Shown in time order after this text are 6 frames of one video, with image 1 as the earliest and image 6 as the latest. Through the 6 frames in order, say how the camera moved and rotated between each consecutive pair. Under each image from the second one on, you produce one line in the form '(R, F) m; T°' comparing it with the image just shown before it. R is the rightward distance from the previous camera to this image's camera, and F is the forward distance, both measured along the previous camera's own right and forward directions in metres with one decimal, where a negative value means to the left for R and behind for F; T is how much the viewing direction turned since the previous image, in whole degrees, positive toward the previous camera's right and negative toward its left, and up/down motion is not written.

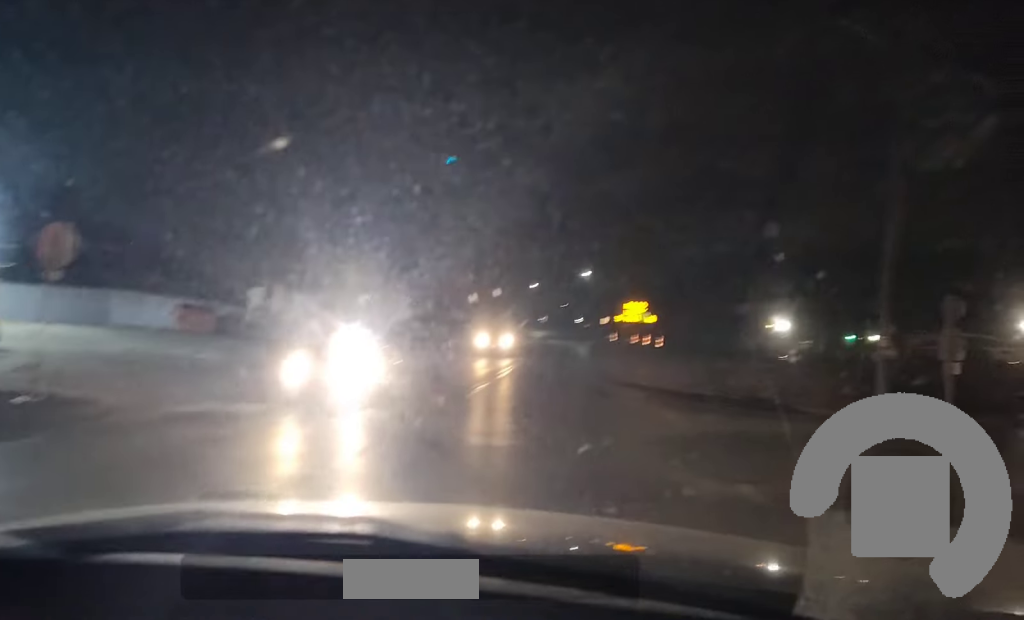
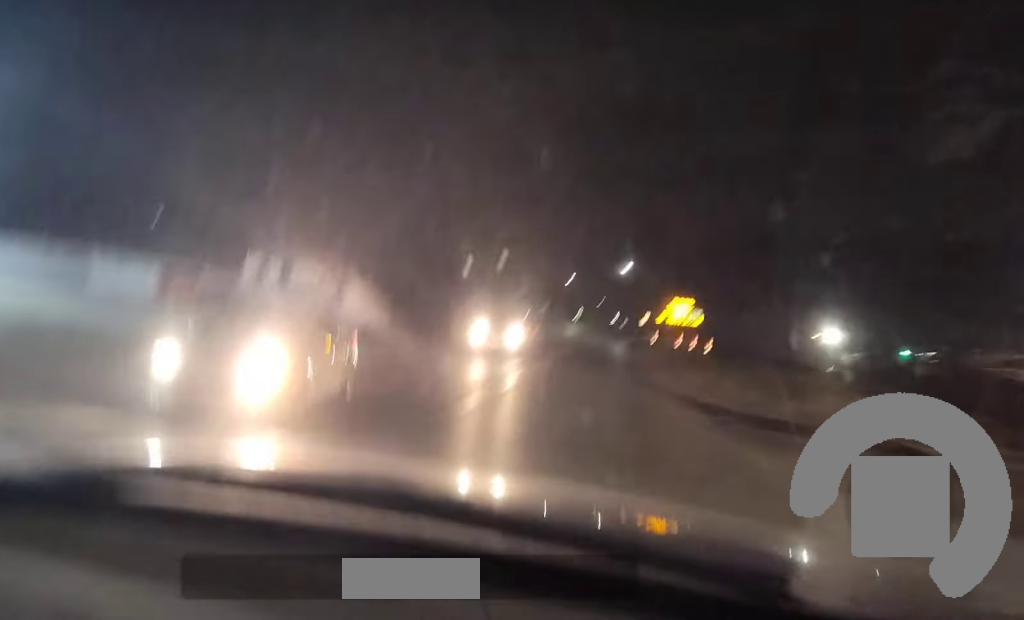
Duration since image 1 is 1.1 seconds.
(-0.1, +5.1) m; -3°
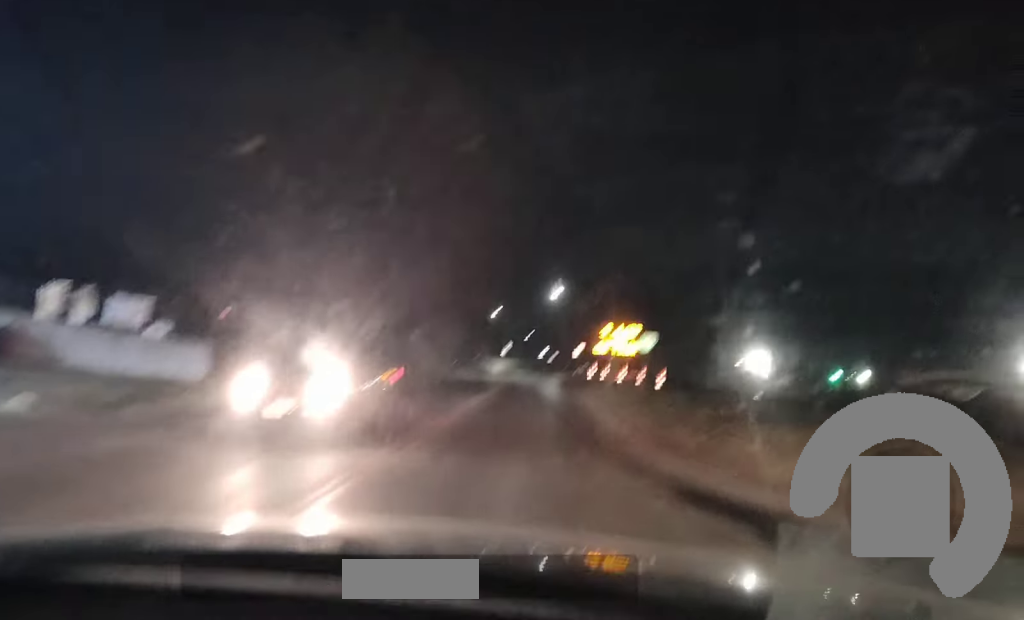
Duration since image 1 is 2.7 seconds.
(-0.1, +10.0) m; -1°
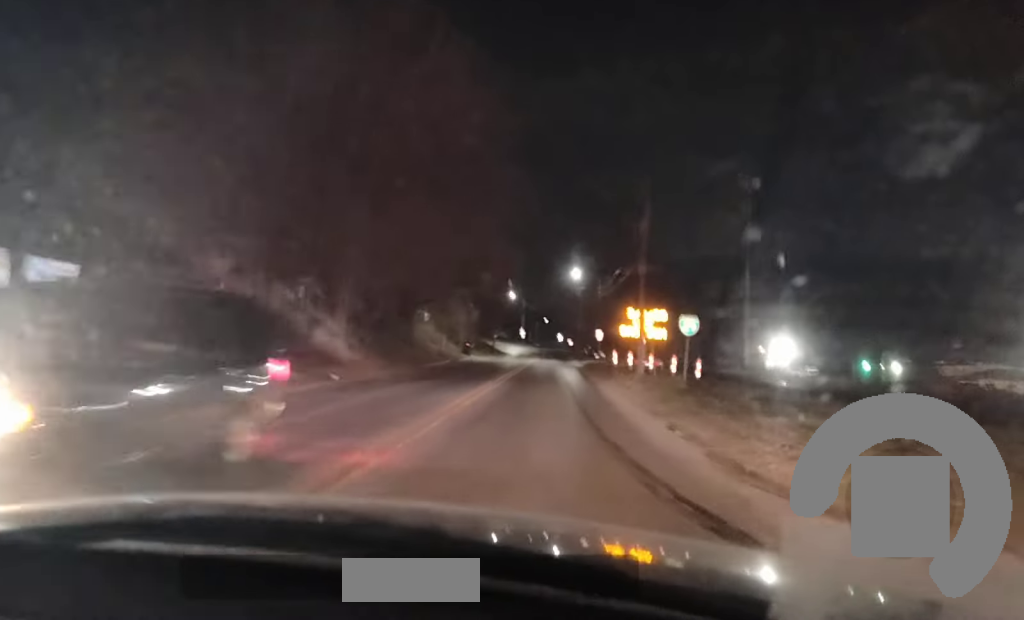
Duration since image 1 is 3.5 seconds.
(0.0, +6.3) m; 0°
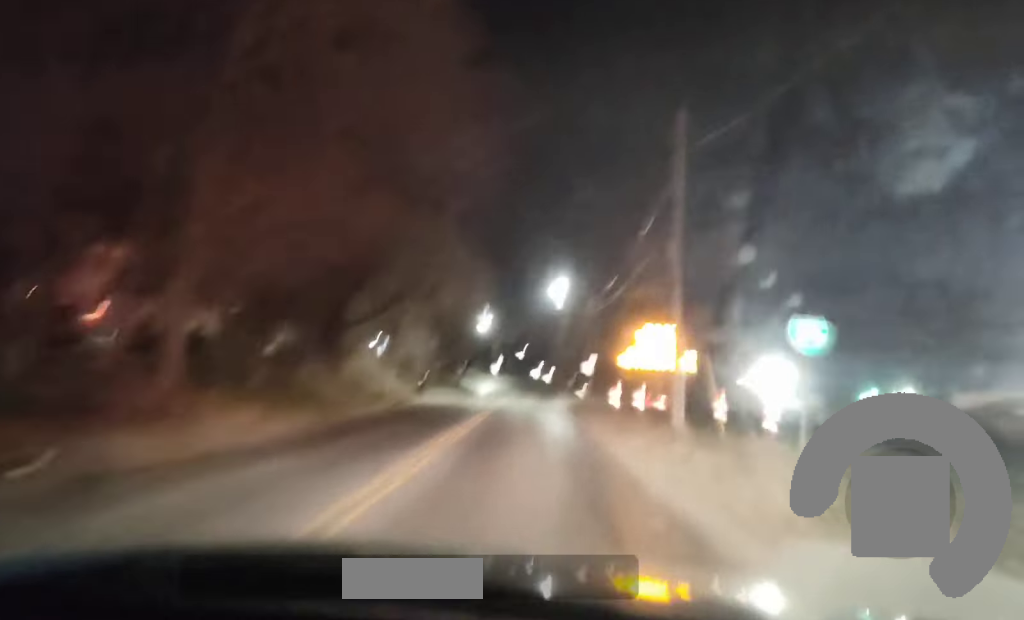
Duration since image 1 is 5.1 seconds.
(+0.3, +14.0) m; +4°
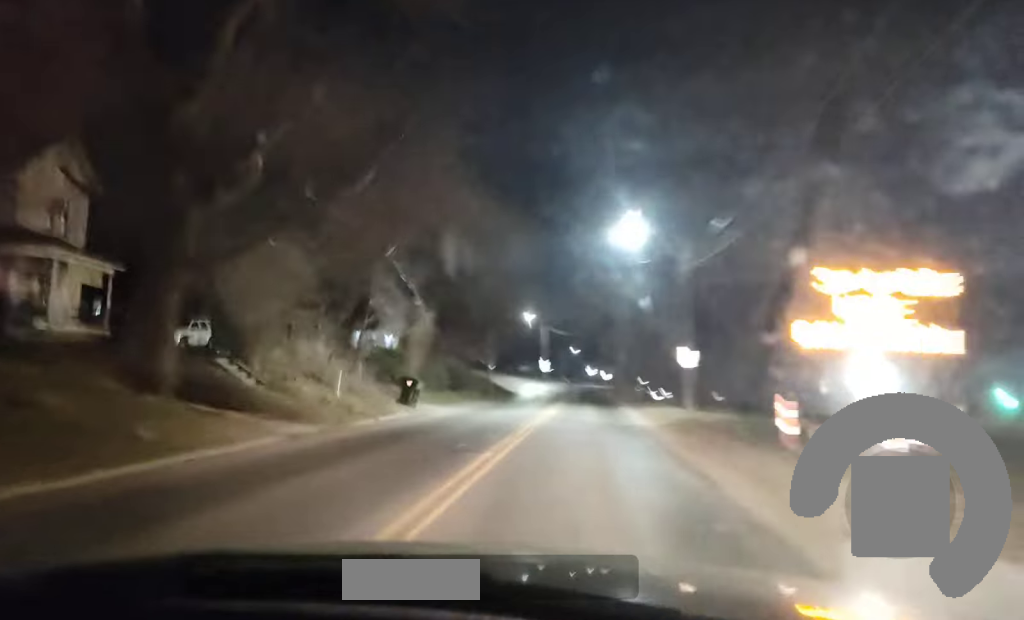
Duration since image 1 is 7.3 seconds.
(-0.9, +22.1) m; -5°
